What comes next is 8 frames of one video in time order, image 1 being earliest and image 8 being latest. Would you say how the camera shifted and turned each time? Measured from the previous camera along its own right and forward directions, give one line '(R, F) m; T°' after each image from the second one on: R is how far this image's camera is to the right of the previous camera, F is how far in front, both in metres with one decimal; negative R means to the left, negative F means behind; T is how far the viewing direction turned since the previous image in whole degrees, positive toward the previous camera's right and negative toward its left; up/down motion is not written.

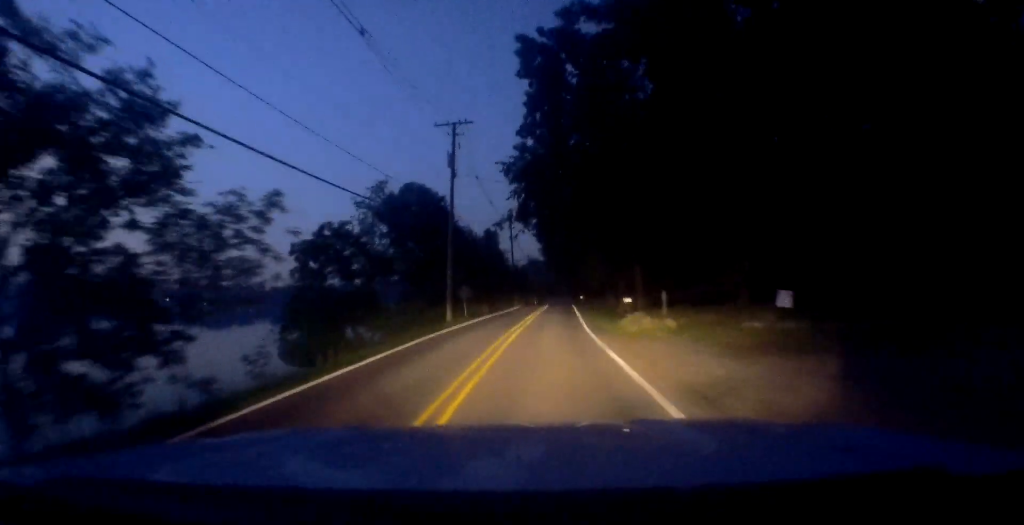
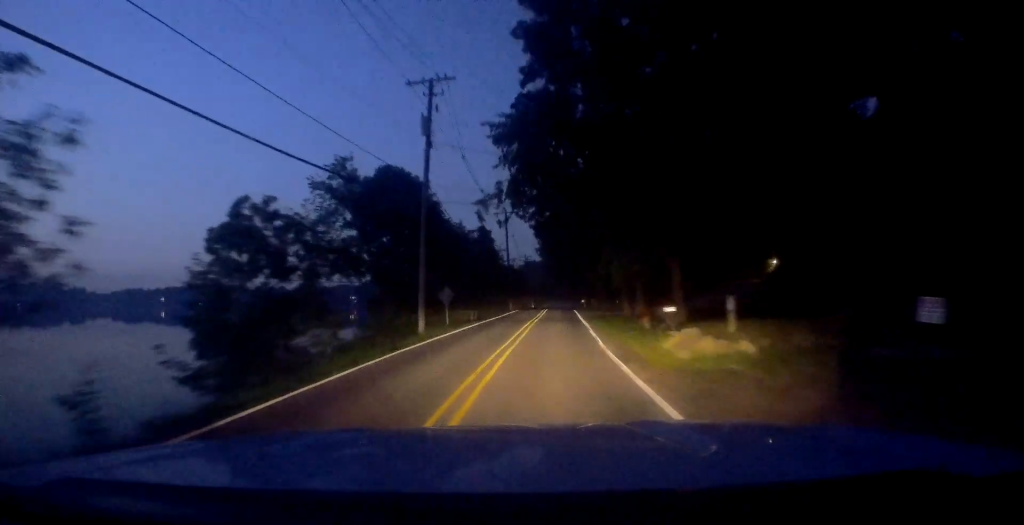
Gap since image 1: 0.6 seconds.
(0.0, +7.1) m; +1°
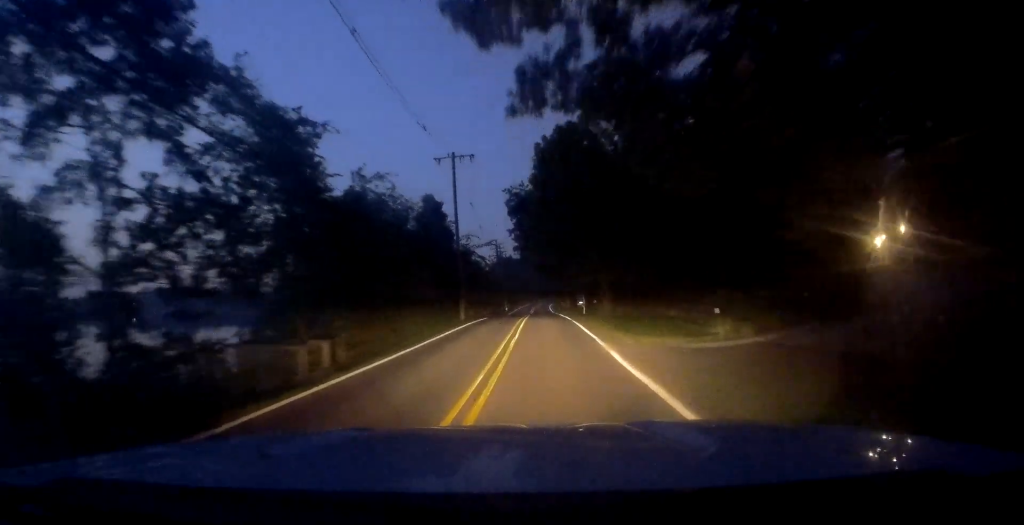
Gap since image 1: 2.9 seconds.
(+0.9, +28.9) m; -1°
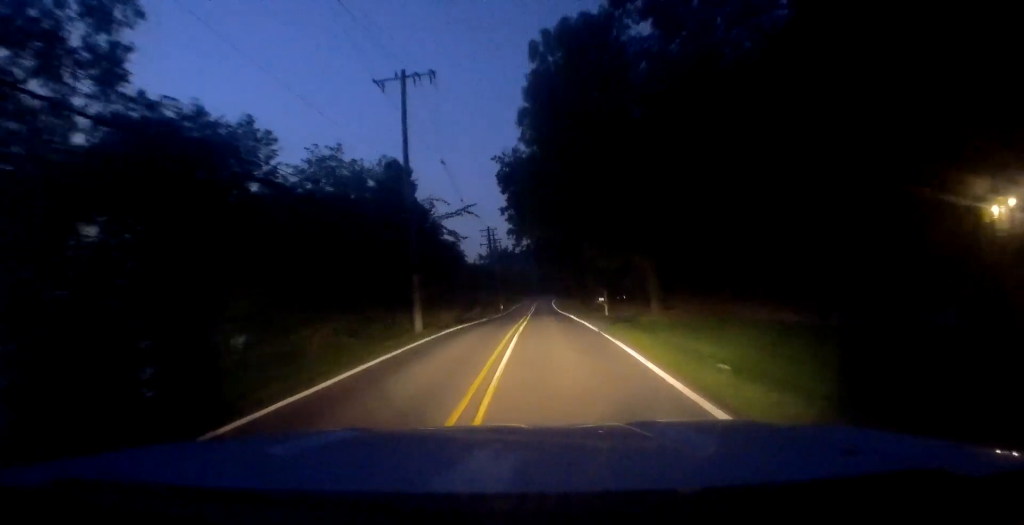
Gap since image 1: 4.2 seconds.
(-0.7, +15.7) m; -2°
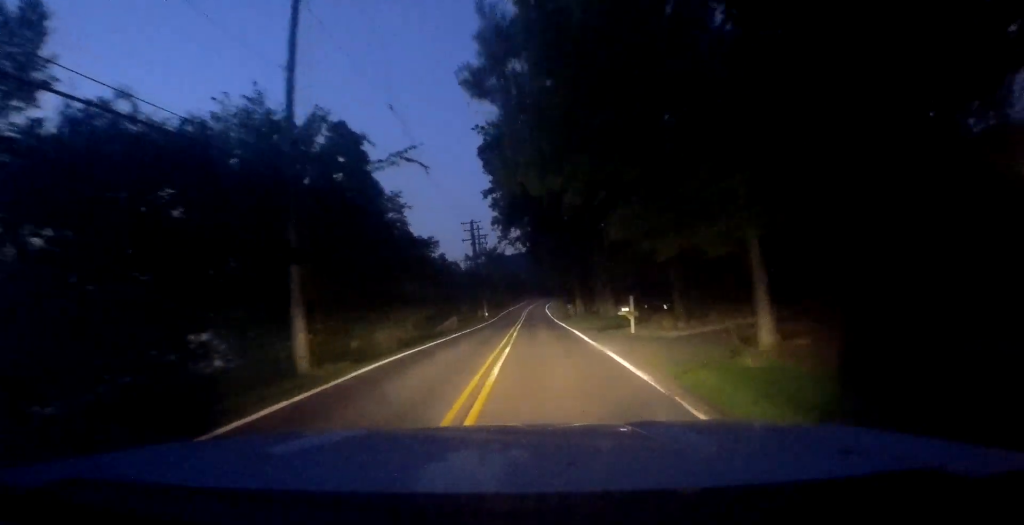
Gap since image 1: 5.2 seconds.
(+0.3, +12.4) m; +4°
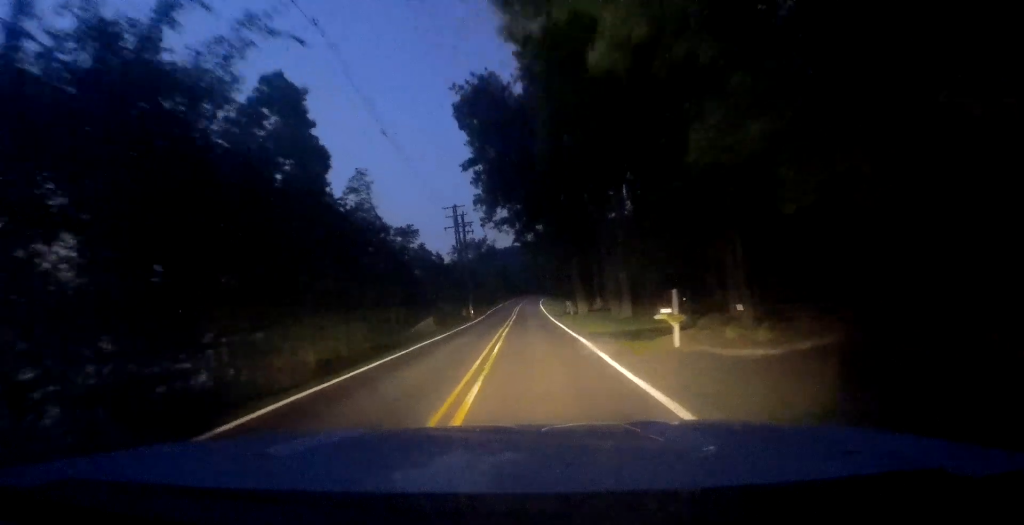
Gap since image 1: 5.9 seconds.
(+0.4, +8.6) m; +1°
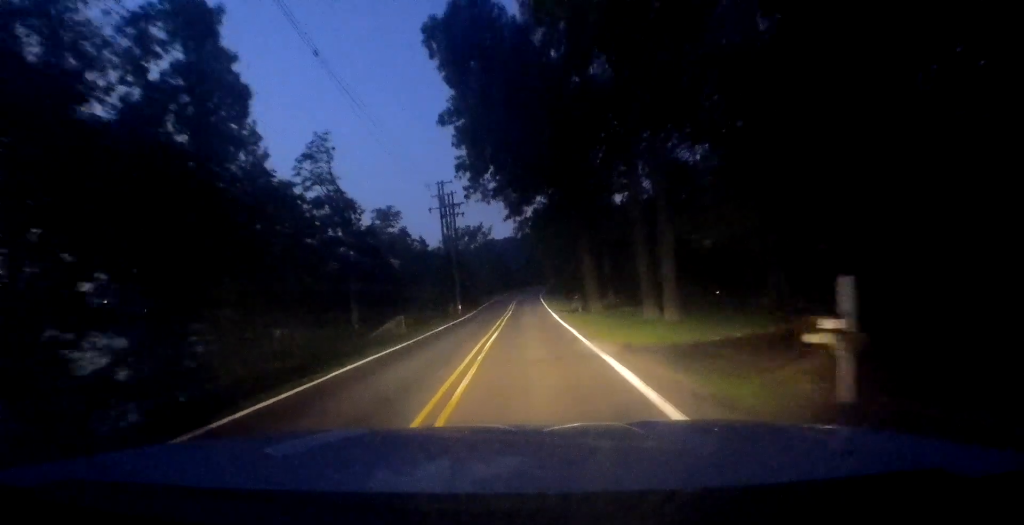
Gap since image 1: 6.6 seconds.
(+0.1, +9.0) m; -1°
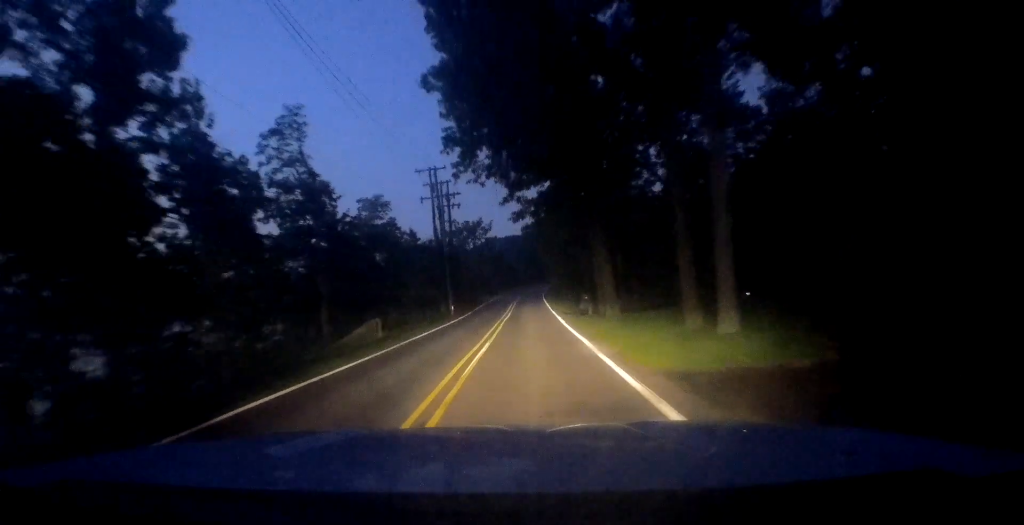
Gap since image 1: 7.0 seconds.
(-0.2, +5.3) m; -1°
